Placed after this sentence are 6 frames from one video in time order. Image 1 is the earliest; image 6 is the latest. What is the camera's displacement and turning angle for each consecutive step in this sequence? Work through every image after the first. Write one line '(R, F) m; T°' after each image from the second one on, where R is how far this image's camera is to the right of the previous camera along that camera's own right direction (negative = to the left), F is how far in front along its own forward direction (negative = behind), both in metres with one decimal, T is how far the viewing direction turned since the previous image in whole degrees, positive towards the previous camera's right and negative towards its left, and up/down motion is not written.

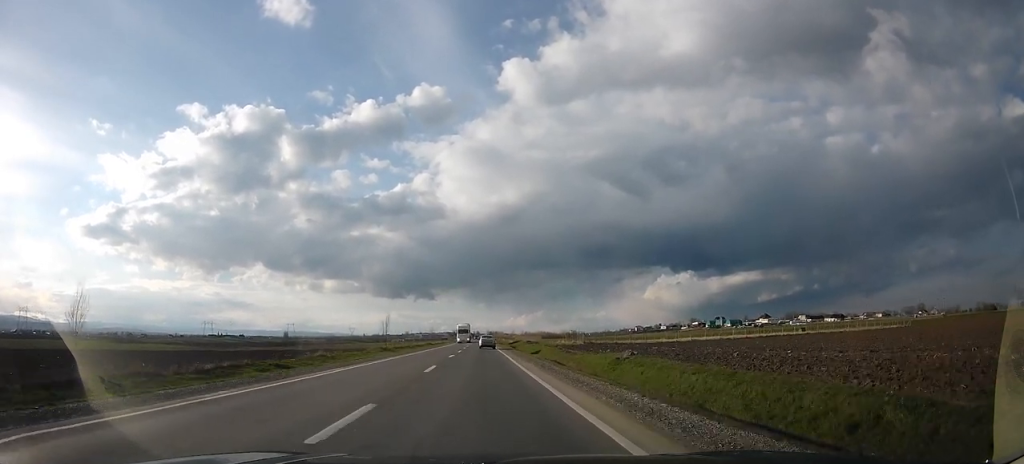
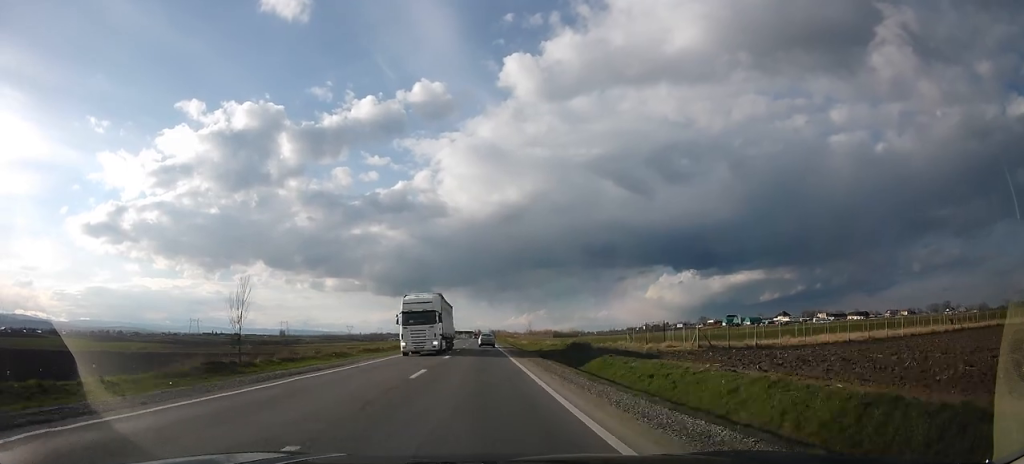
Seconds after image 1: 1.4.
(+0.2, +39.1) m; 0°
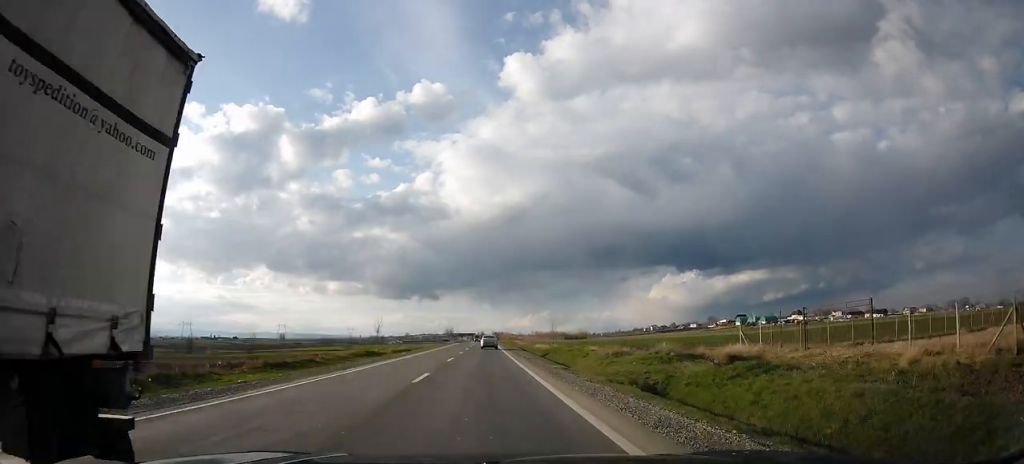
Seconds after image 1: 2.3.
(0.0, +24.3) m; 0°
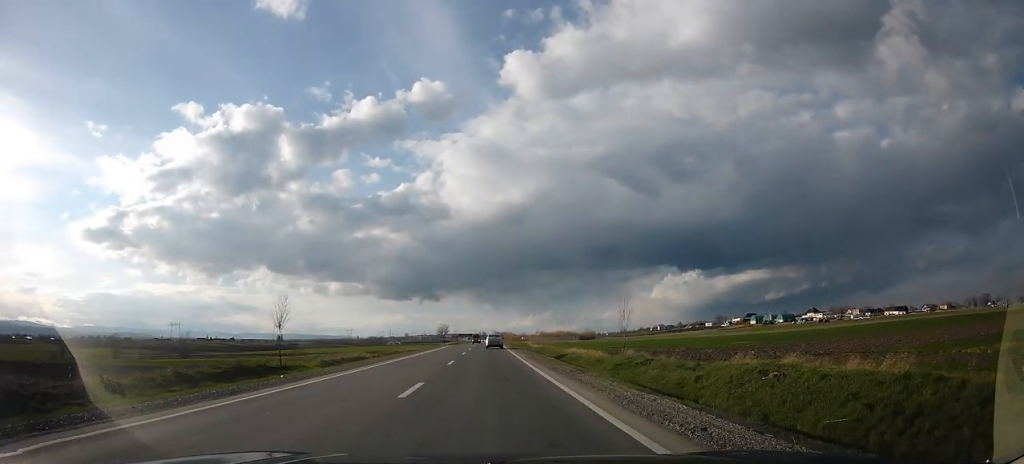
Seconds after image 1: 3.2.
(0.0, +27.2) m; 0°
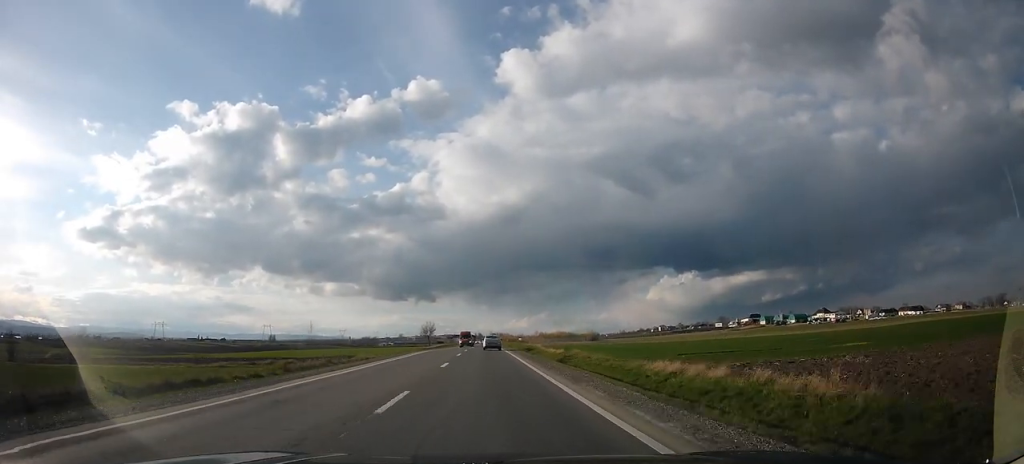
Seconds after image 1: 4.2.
(0.0, +26.2) m; 0°
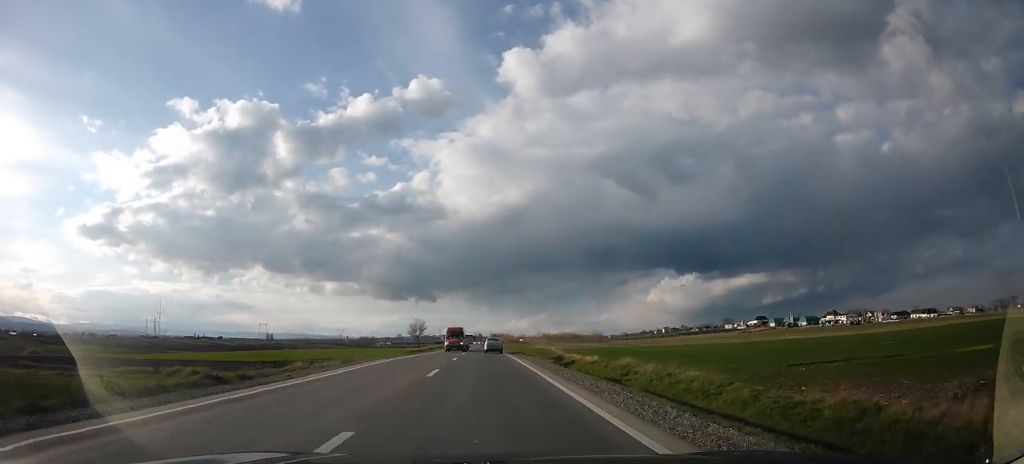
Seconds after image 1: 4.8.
(-0.1, +16.7) m; 0°
